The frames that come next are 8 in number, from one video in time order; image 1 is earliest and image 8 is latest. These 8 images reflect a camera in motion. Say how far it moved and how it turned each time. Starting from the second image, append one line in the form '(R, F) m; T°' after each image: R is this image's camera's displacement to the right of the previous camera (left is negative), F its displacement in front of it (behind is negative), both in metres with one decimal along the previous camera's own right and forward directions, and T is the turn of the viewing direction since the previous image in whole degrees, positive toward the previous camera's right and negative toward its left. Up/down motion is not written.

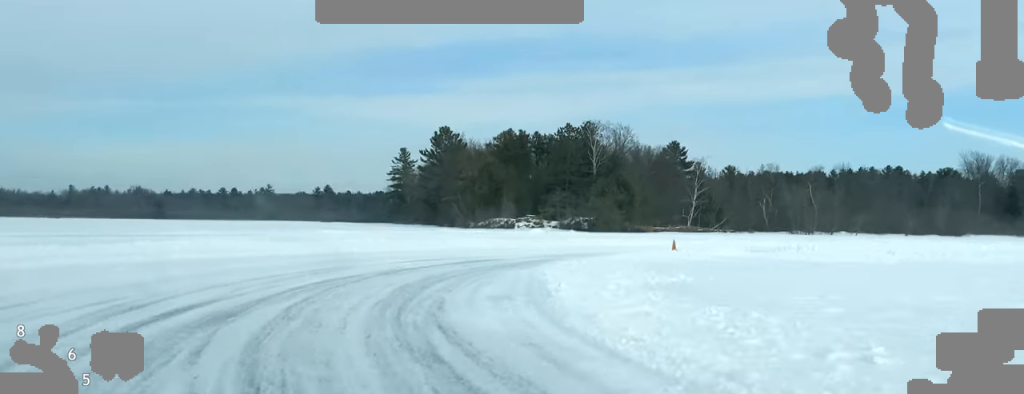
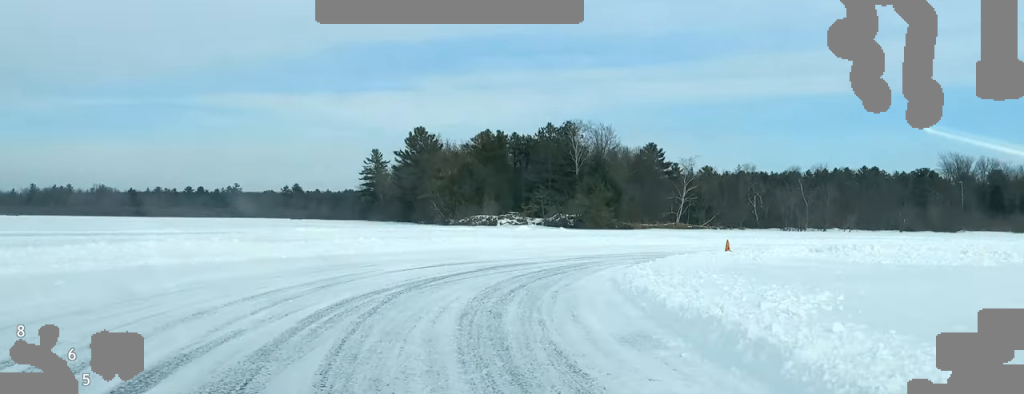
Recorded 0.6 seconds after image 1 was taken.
(+0.2, +6.3) m; +8°
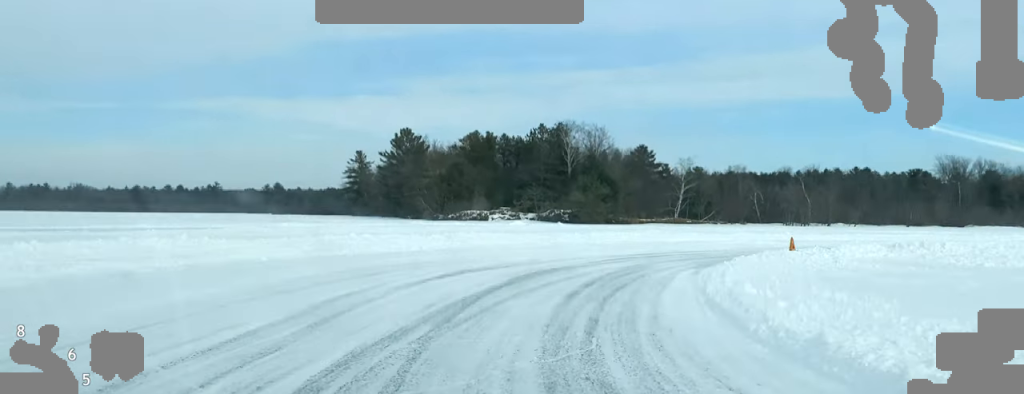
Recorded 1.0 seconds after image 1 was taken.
(+0.6, +5.4) m; +7°
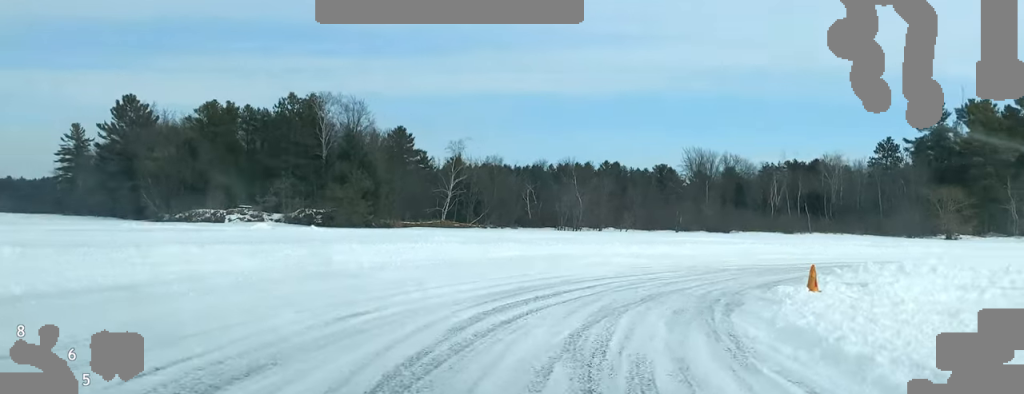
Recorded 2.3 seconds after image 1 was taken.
(+2.4, +15.0) m; +18°
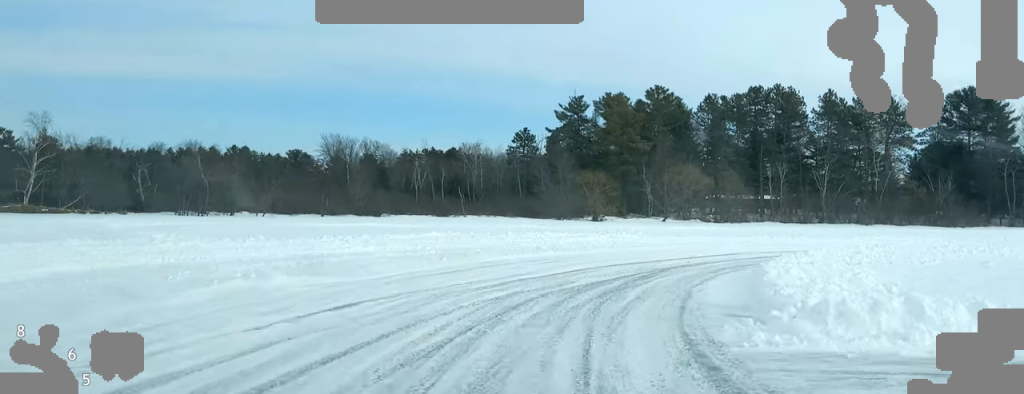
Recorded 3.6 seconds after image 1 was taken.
(+2.0, +14.9) m; +18°
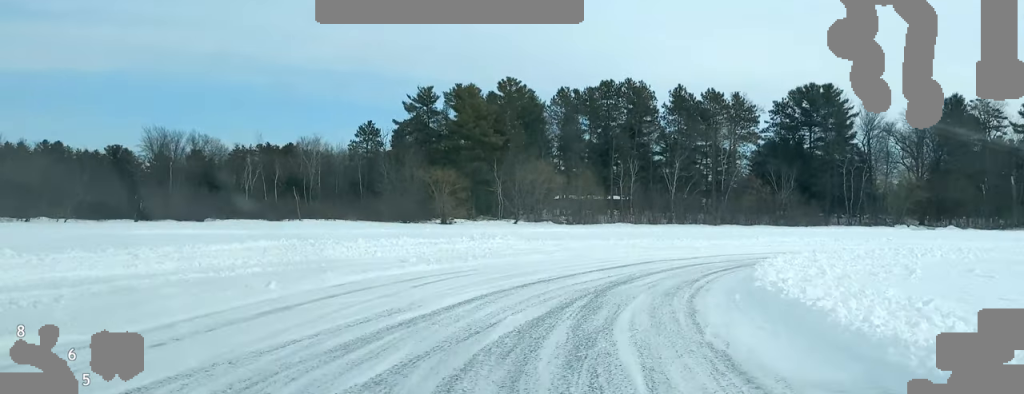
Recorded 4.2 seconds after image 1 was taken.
(+1.1, +7.9) m; +10°
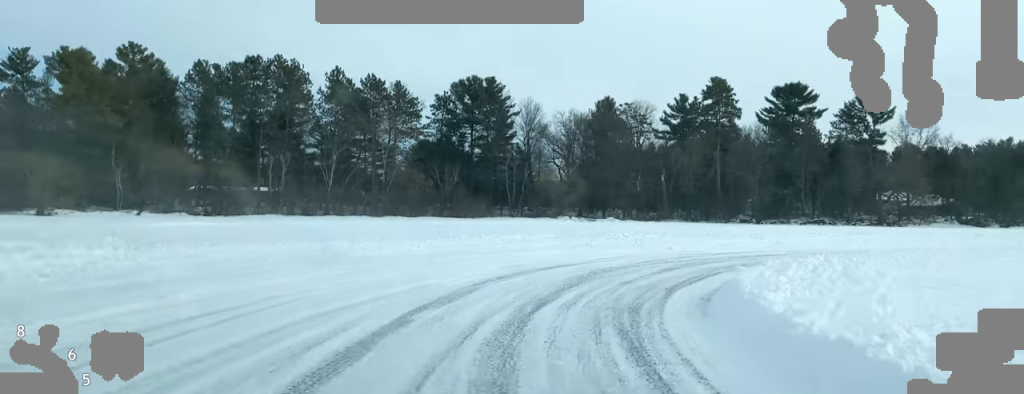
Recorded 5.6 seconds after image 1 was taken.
(+2.5, +15.9) m; +20°
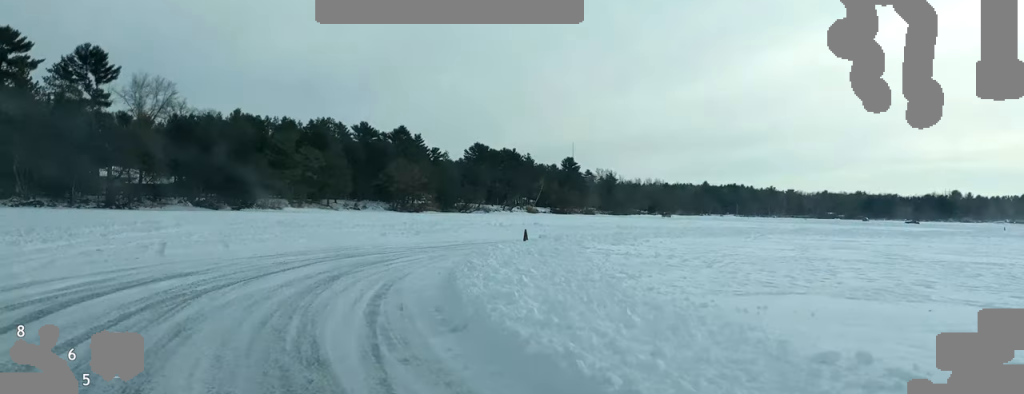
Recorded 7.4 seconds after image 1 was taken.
(+5.1, +20.7) m; +27°
